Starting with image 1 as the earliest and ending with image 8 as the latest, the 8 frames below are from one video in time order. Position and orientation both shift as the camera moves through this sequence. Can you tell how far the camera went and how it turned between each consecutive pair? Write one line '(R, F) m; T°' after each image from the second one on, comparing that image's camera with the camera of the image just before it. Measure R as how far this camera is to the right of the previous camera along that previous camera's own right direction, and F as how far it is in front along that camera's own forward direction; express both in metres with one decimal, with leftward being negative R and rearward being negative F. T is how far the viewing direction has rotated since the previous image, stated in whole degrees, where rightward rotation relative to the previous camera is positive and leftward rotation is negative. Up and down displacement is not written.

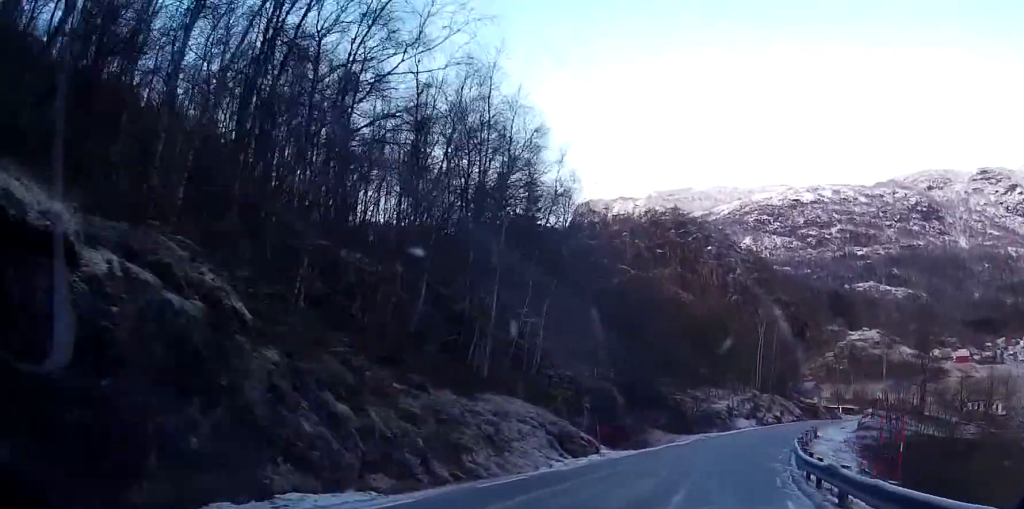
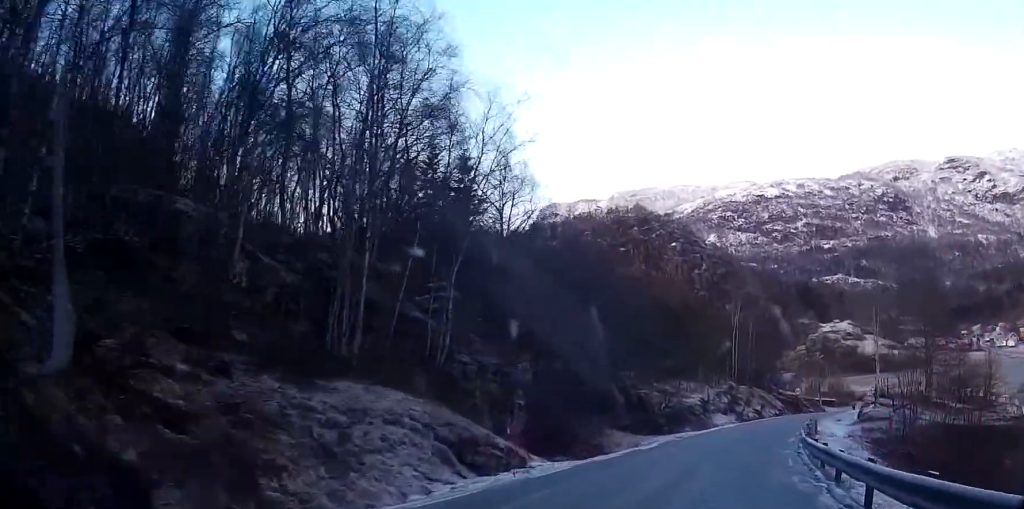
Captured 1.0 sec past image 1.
(+0.3, +9.5) m; +4°
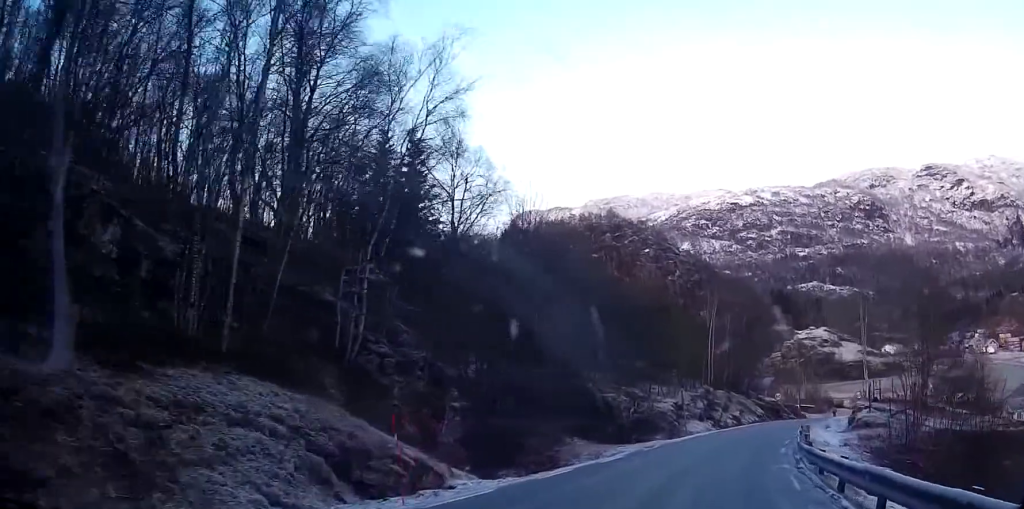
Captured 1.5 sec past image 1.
(+0.1, +5.2) m; +2°
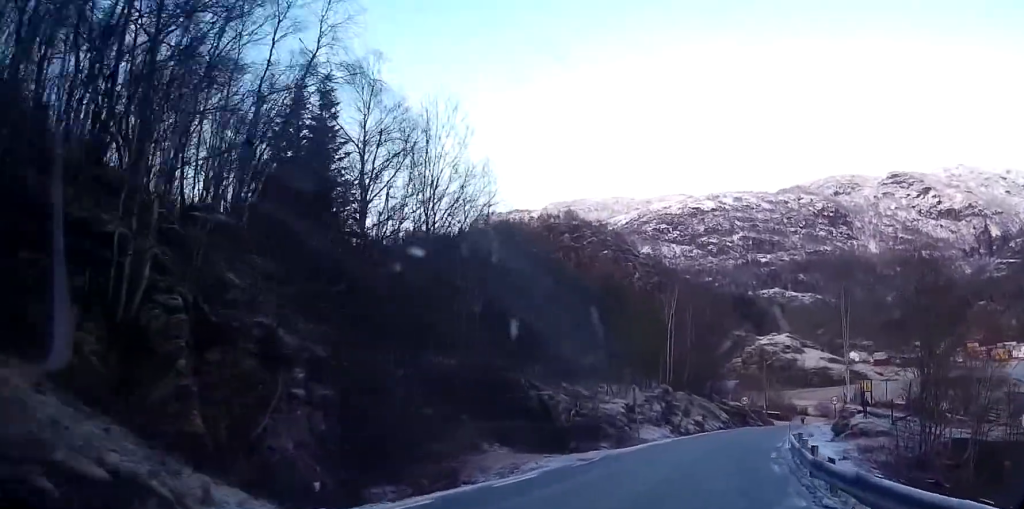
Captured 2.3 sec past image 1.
(+0.3, +8.2) m; +2°
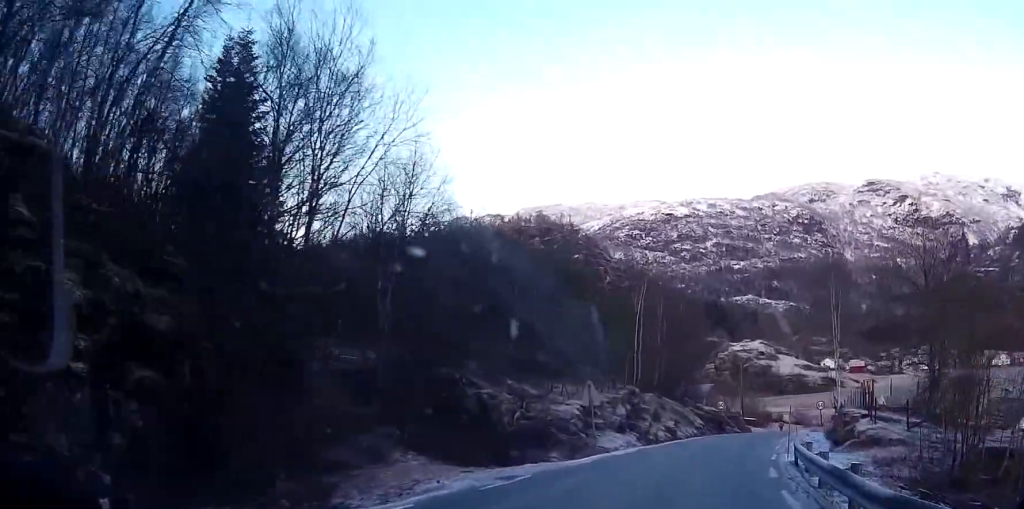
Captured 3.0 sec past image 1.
(+0.1, +6.6) m; +1°
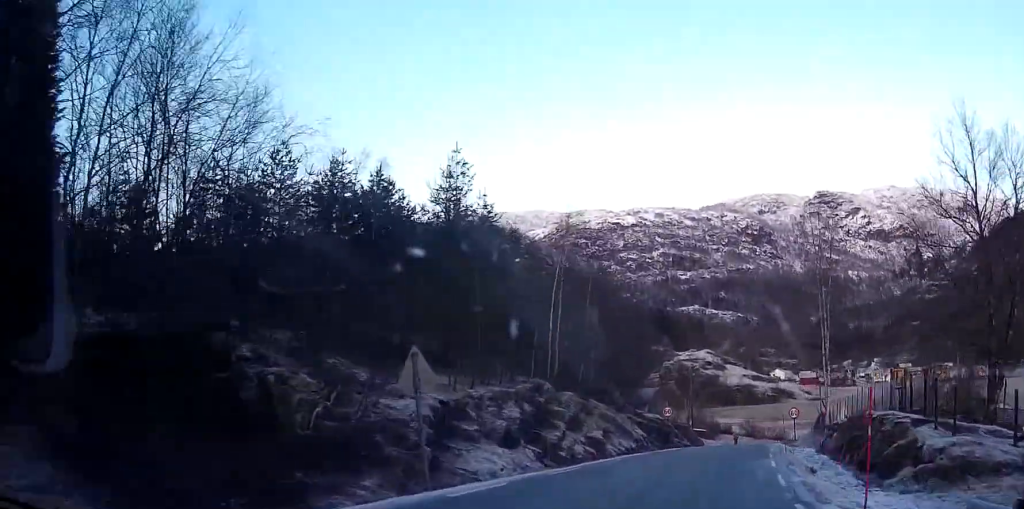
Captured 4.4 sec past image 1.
(+0.2, +14.3) m; +2°
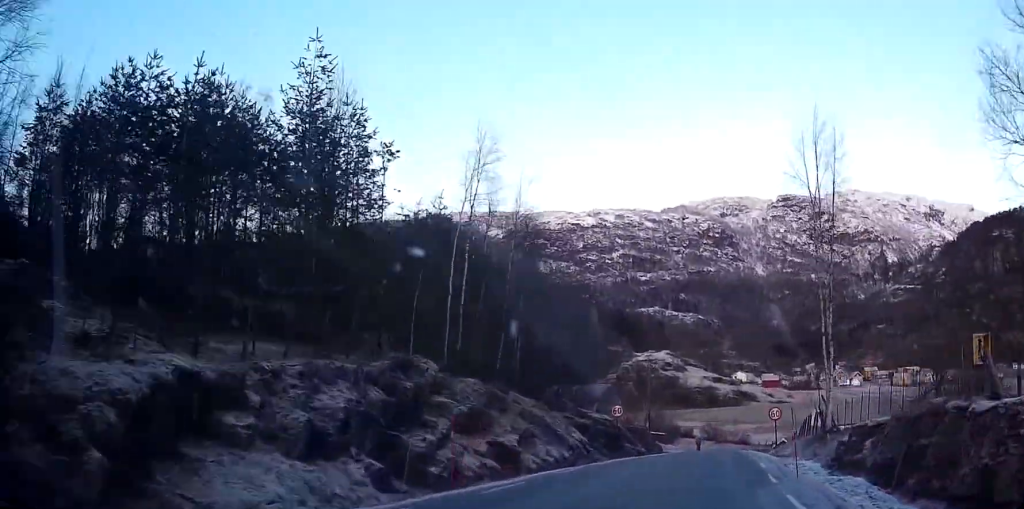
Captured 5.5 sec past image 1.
(+0.1, +10.7) m; +3°
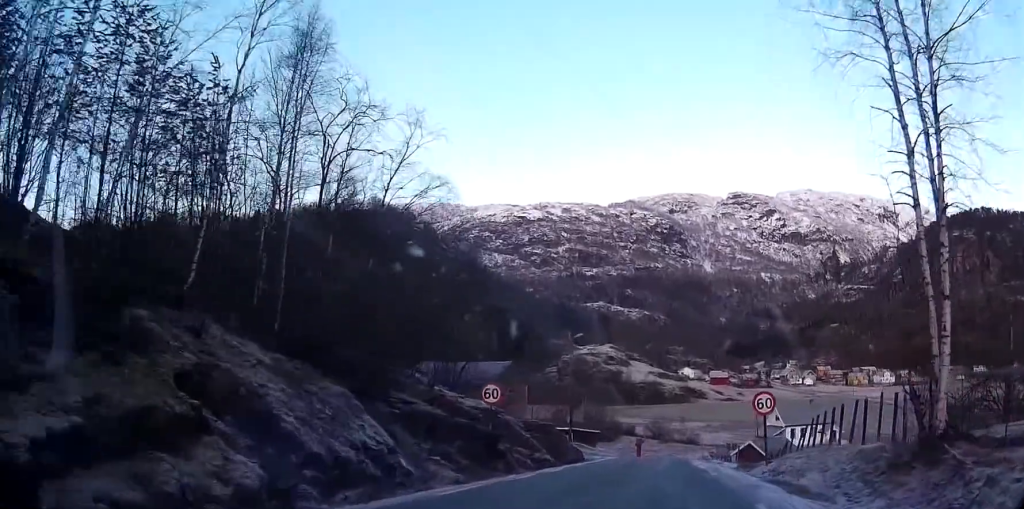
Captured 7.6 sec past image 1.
(+1.0, +19.0) m; +5°
